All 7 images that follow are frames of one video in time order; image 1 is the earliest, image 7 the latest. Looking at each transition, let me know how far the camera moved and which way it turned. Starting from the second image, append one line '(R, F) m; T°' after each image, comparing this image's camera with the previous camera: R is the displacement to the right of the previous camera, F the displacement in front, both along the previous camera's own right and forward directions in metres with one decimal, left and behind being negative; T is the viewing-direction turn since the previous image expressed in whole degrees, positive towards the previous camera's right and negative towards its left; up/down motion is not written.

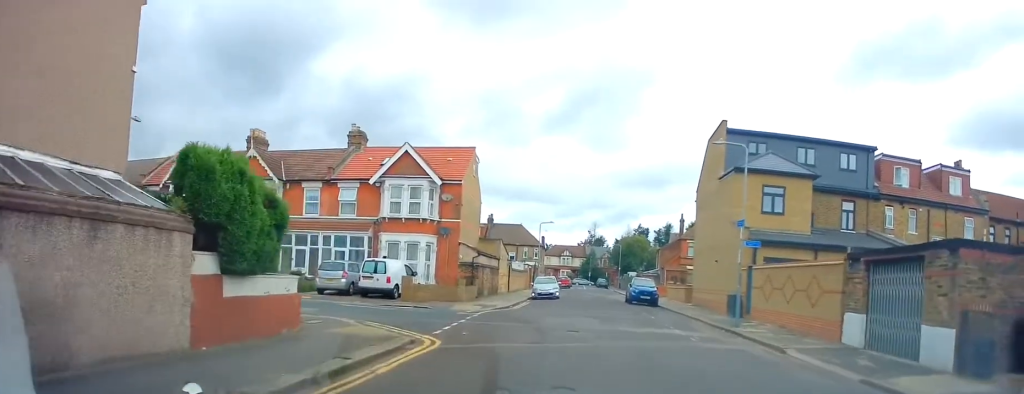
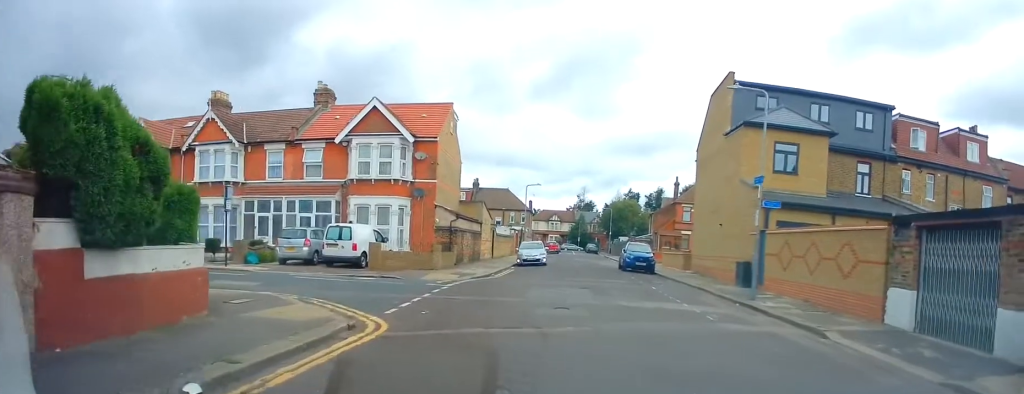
(0.0, +3.1) m; -1°
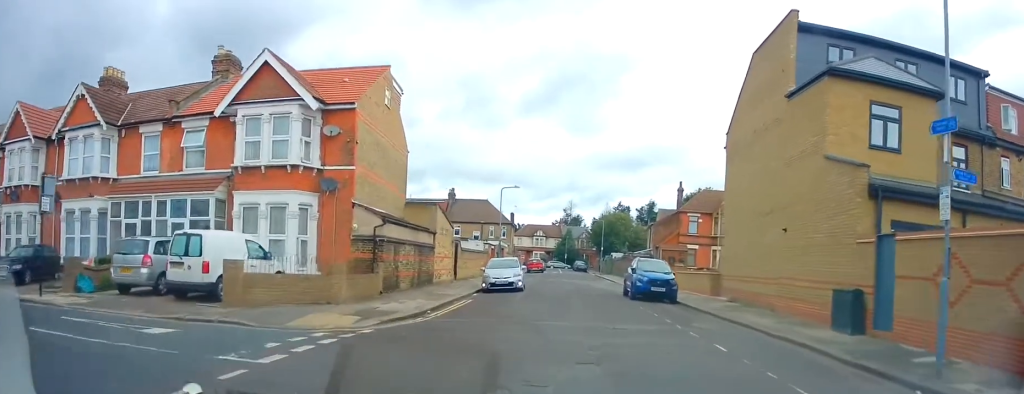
(-0.1, +10.0) m; +1°
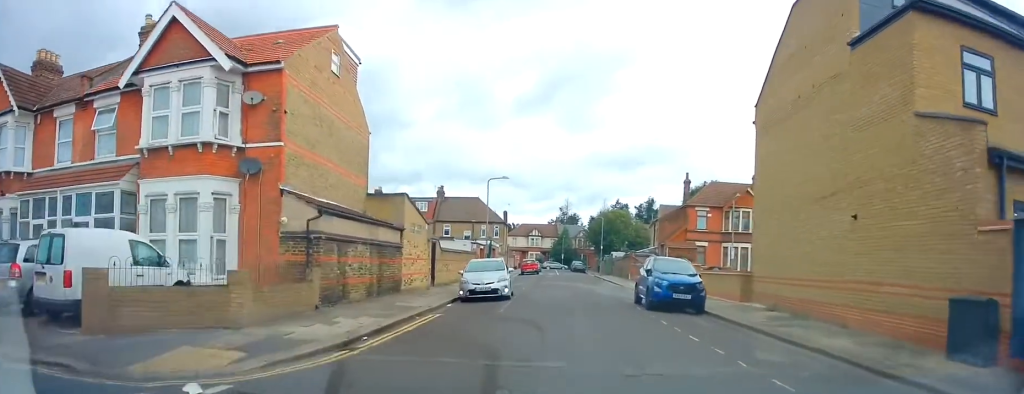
(+0.2, +4.7) m; 0°
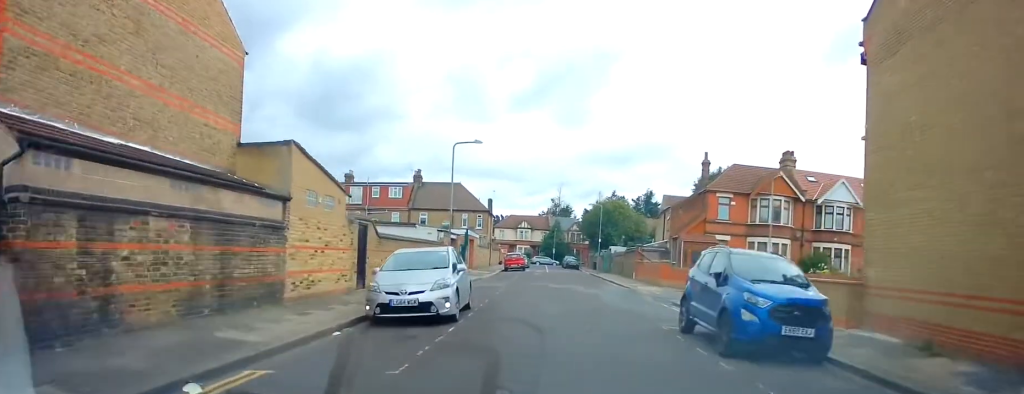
(-0.1, +8.8) m; 0°
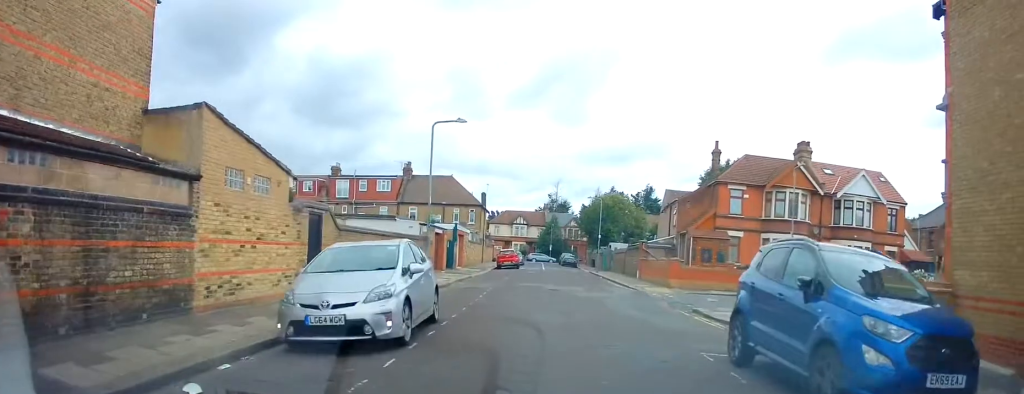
(+0.1, +3.5) m; 0°
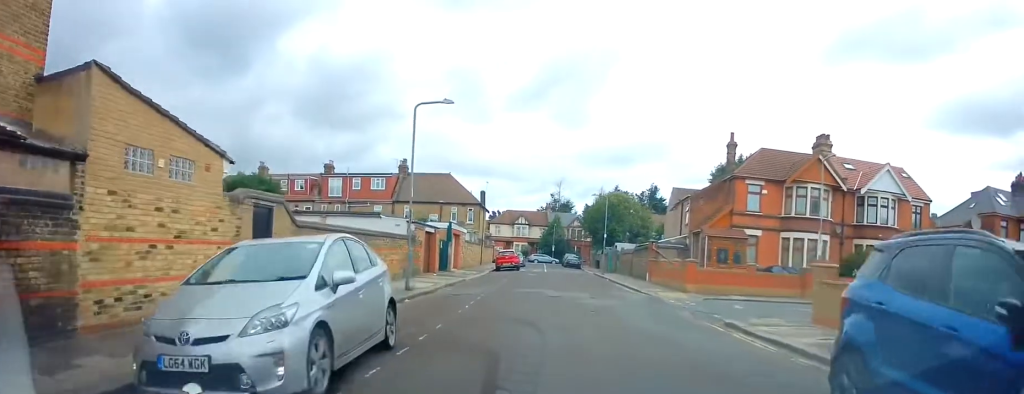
(-0.2, +3.1) m; -1°
